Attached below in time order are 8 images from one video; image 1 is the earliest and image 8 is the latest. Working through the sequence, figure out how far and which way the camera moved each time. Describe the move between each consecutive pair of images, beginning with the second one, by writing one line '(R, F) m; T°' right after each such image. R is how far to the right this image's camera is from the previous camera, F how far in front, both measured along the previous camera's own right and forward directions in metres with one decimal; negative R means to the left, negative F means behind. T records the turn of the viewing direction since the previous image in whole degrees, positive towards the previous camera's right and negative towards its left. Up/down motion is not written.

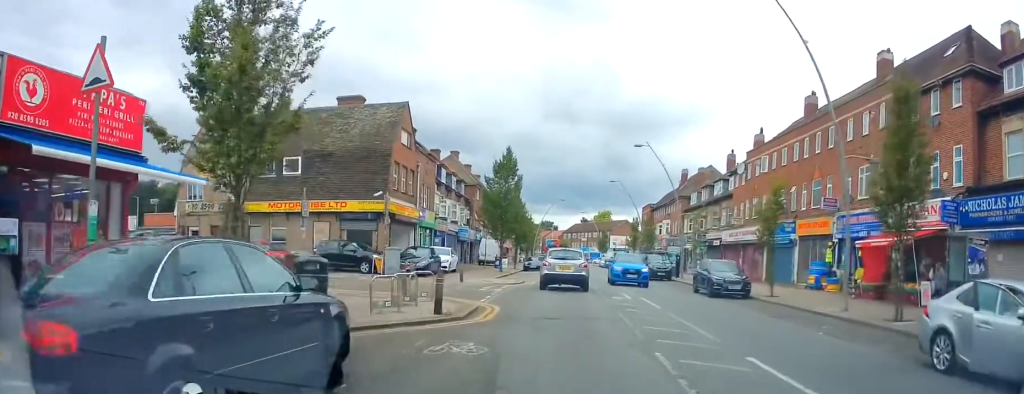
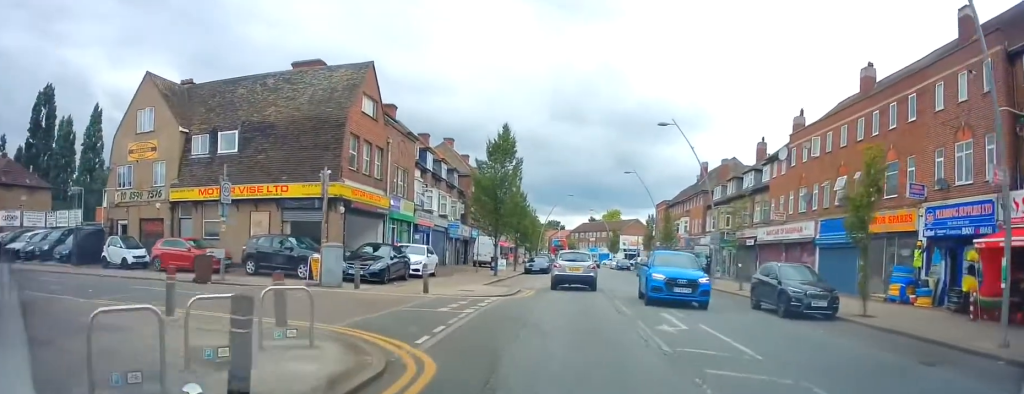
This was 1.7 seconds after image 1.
(+0.2, +8.1) m; 0°
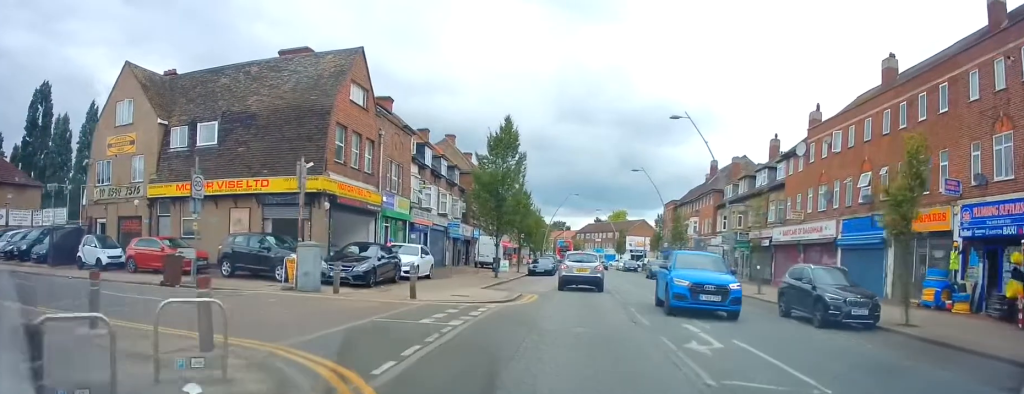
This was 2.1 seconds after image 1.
(-0.3, +2.3) m; -1°
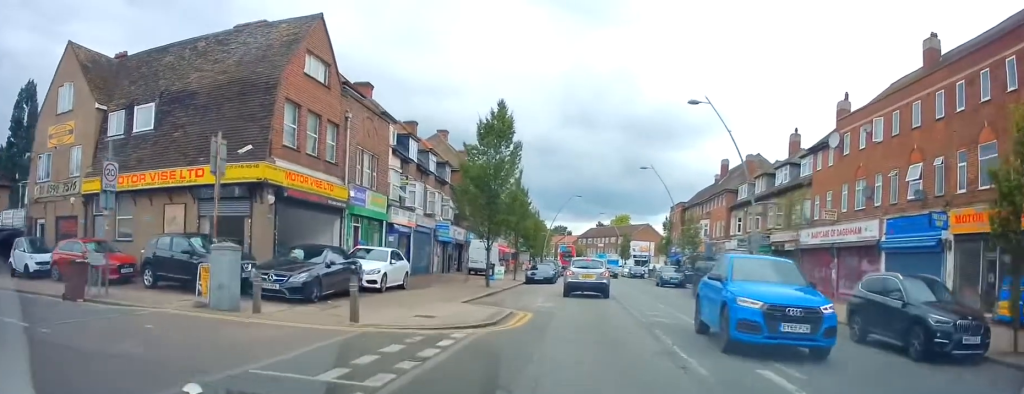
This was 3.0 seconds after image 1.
(-0.2, +4.5) m; 0°
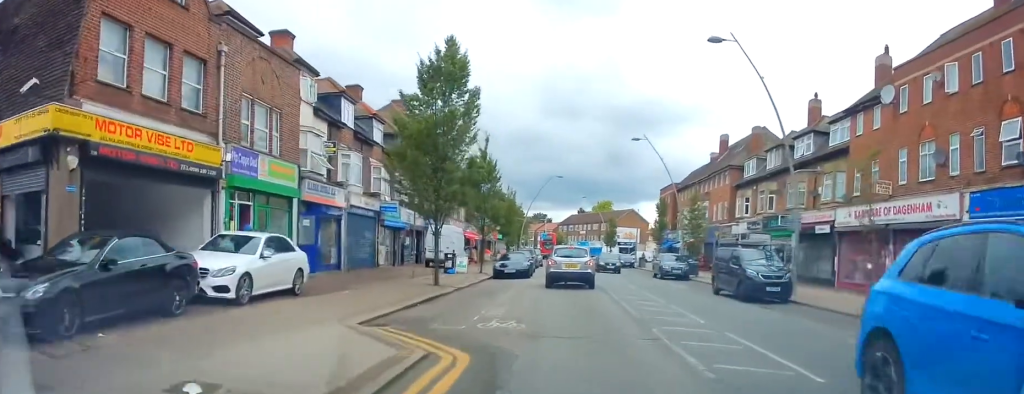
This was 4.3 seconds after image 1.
(+0.4, +7.6) m; +3°
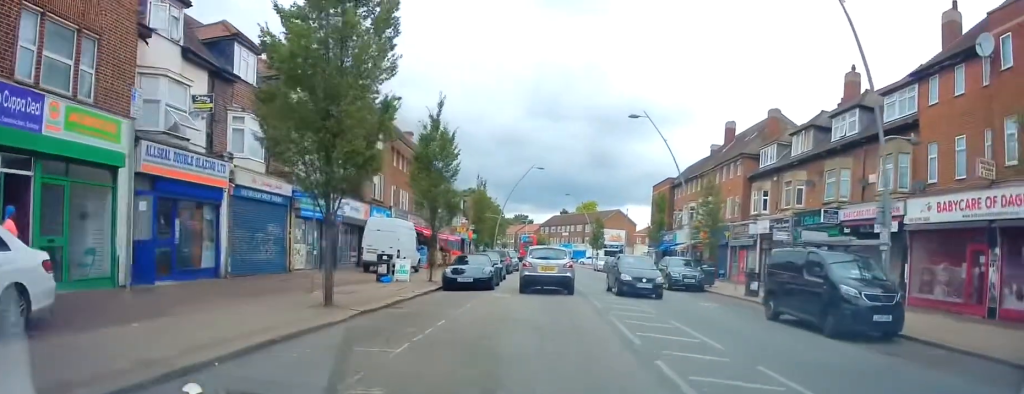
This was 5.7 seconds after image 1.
(0.0, +8.4) m; 0°
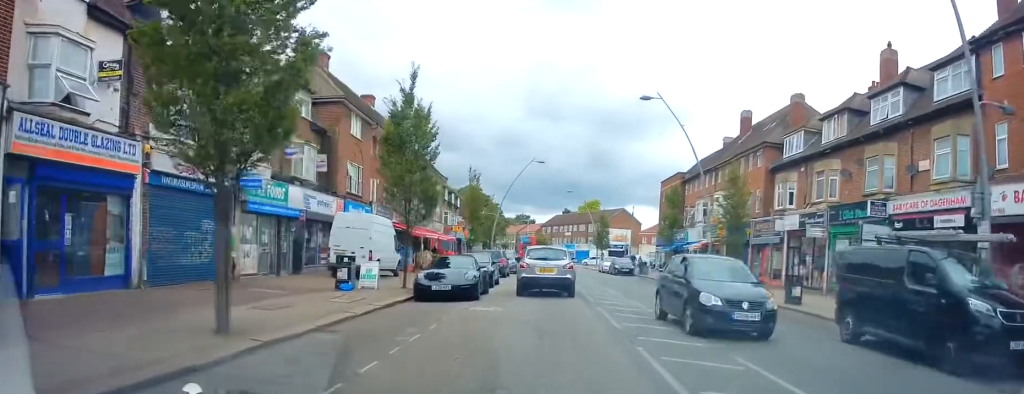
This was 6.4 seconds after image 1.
(0.0, +4.3) m; 0°
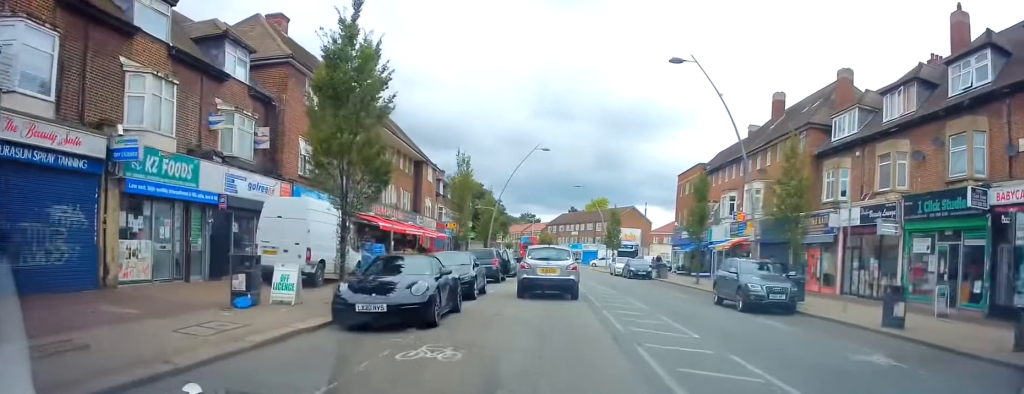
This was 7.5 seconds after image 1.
(0.0, +6.3) m; +1°
